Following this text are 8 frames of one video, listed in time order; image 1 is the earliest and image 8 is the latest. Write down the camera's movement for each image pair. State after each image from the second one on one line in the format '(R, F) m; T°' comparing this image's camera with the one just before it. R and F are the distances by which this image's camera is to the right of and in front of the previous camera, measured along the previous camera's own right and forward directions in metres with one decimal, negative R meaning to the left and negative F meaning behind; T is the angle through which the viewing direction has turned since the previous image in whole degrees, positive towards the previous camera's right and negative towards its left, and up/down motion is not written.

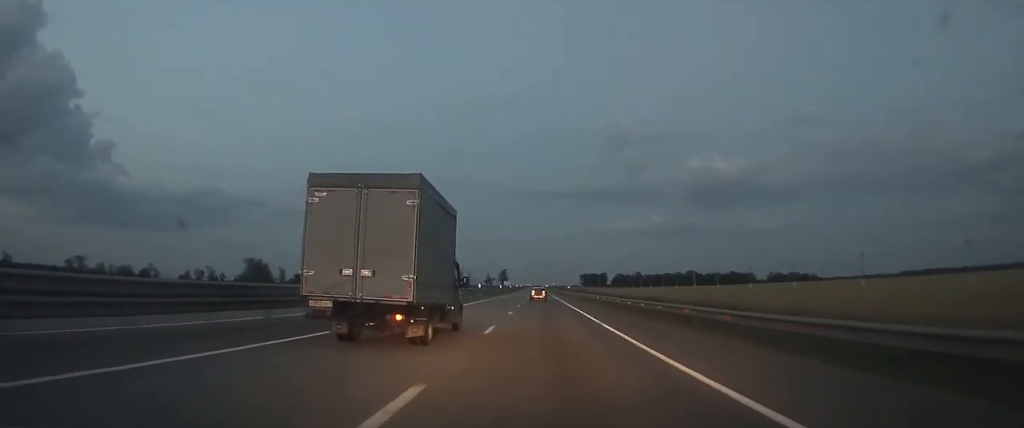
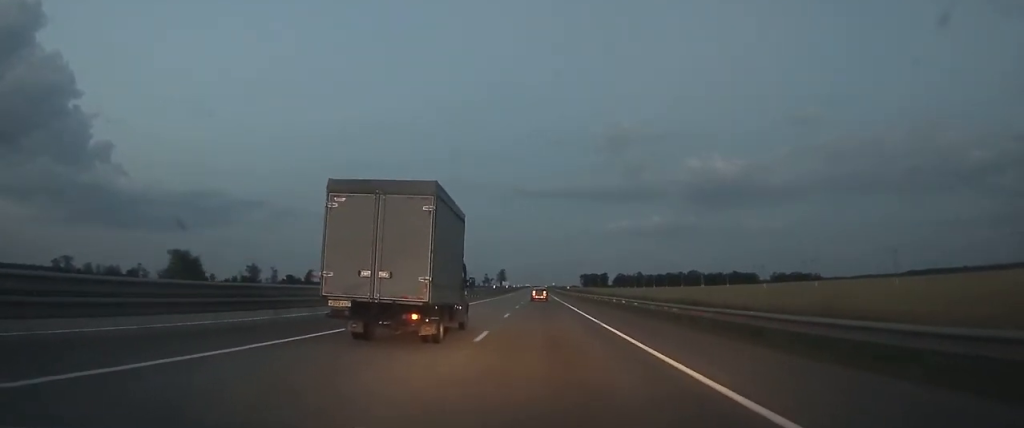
(0.0, +14.6) m; 0°
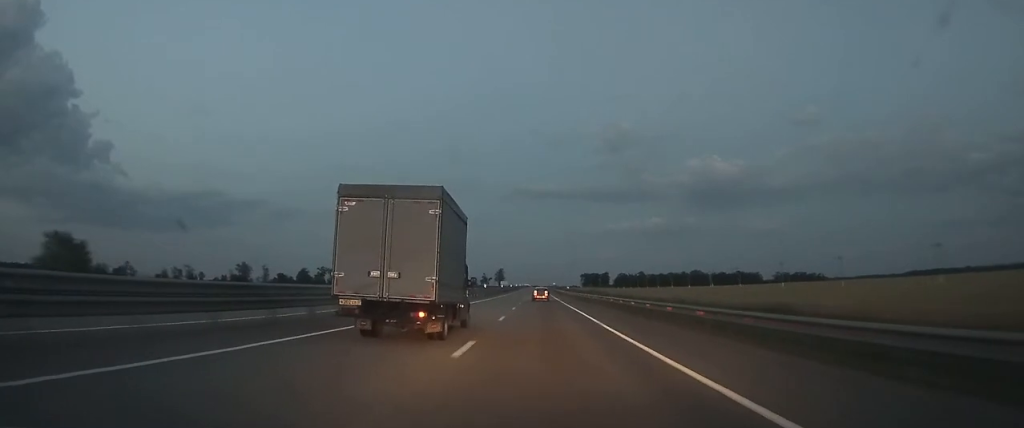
(0.0, +15.3) m; 0°
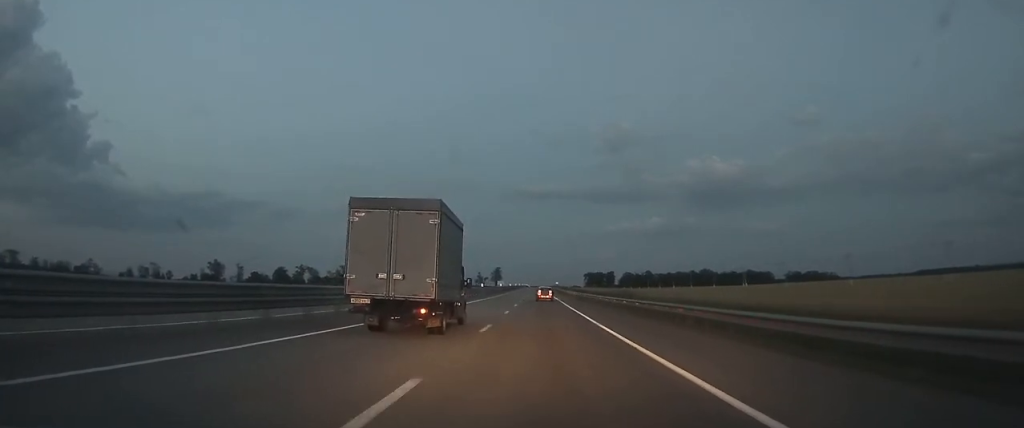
(-0.1, +42.2) m; 0°
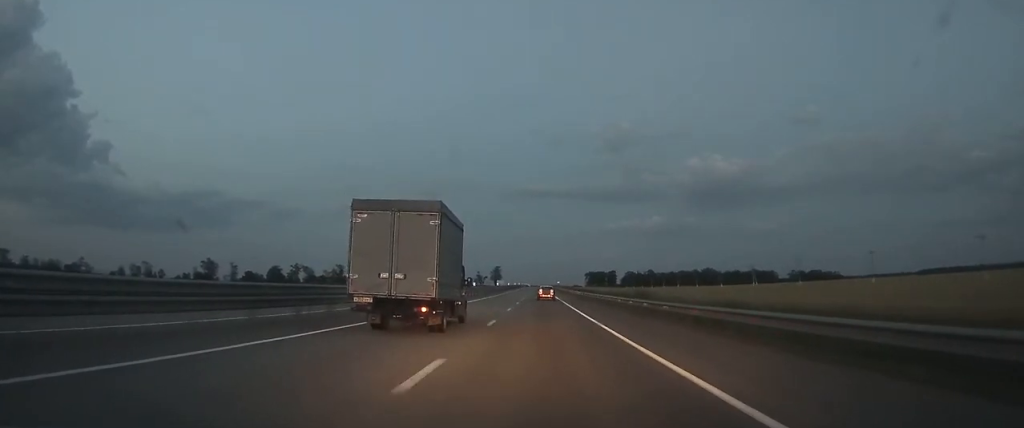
(0.0, +10.0) m; 0°
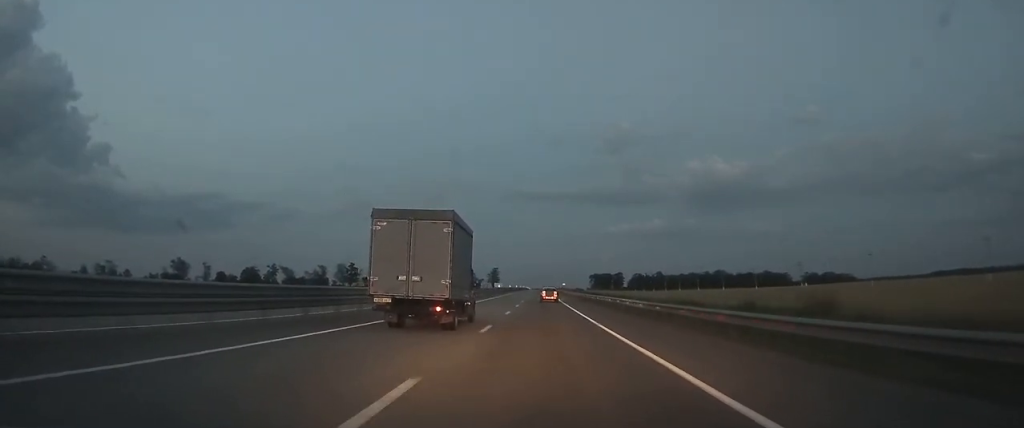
(-0.1, +38.5) m; 0°
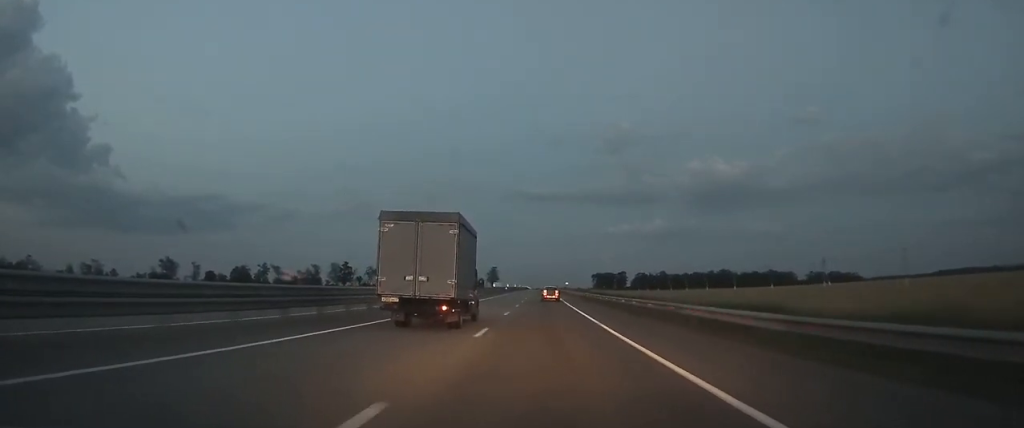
(0.0, +13.8) m; 0°
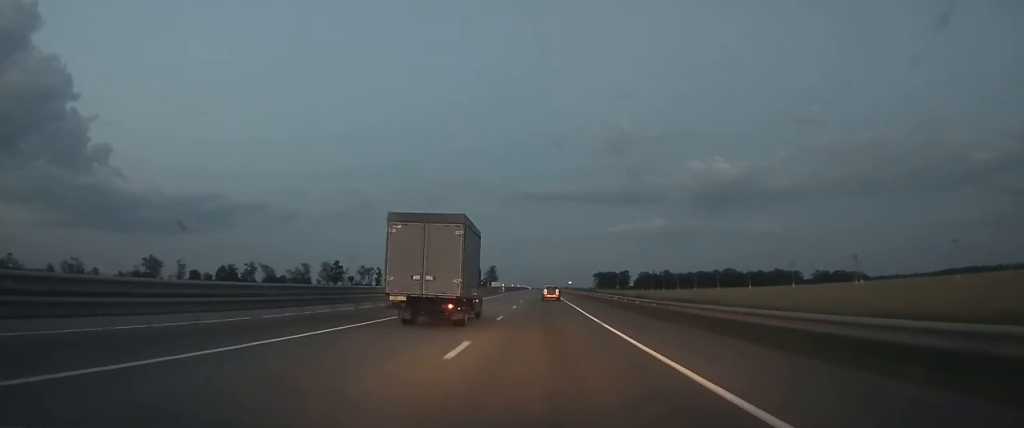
(0.0, +17.0) m; 0°
